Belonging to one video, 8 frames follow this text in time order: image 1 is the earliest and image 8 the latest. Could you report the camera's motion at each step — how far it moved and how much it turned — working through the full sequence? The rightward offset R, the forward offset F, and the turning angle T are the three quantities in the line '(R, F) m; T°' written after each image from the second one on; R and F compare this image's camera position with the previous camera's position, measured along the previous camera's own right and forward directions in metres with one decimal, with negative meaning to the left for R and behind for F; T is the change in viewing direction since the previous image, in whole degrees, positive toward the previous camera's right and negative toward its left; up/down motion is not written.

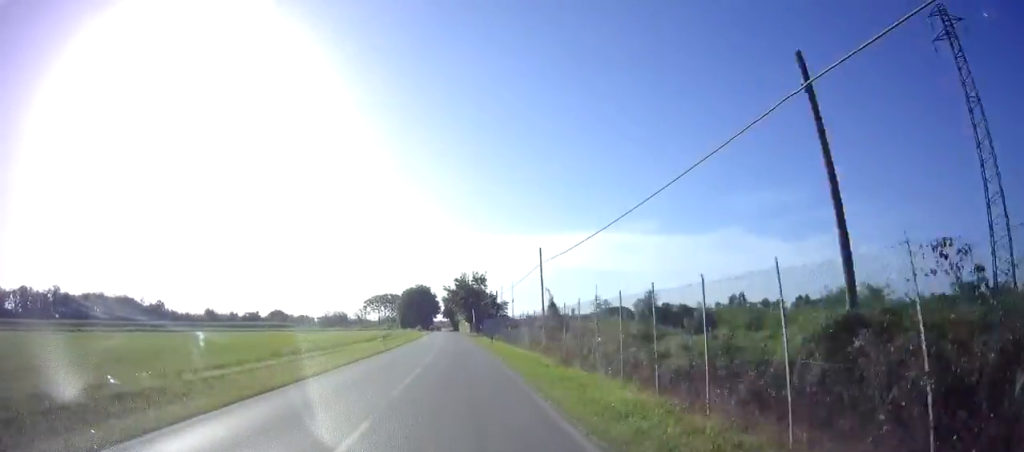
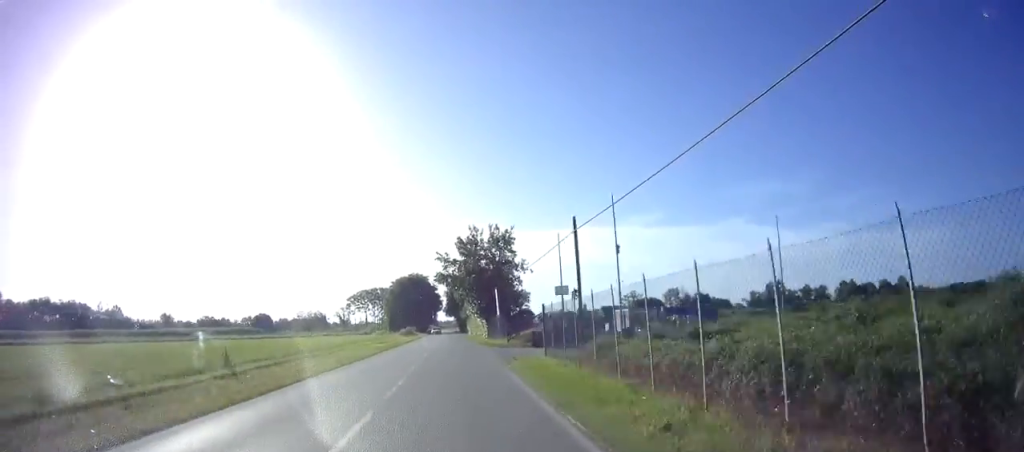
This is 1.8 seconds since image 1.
(-0.6, +43.7) m; -2°
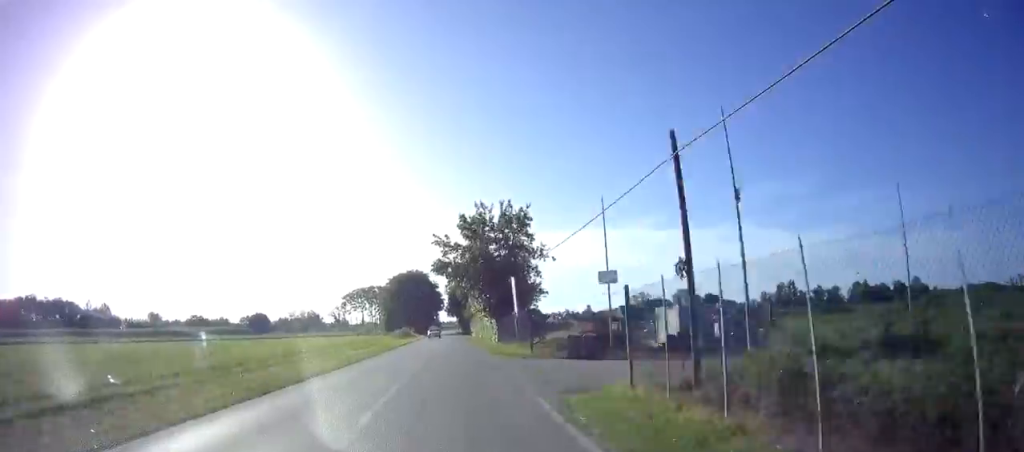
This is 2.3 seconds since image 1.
(0.0, +10.6) m; 0°
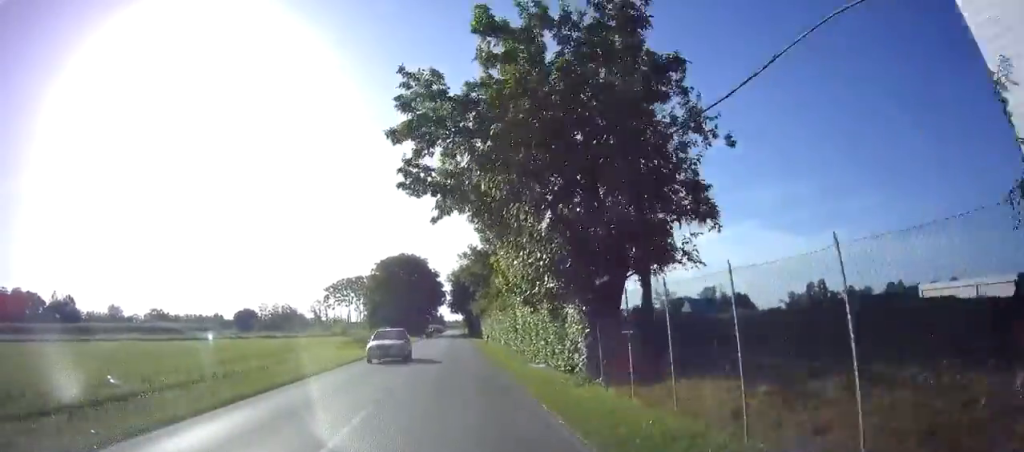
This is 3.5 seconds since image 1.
(+0.2, +27.3) m; 0°
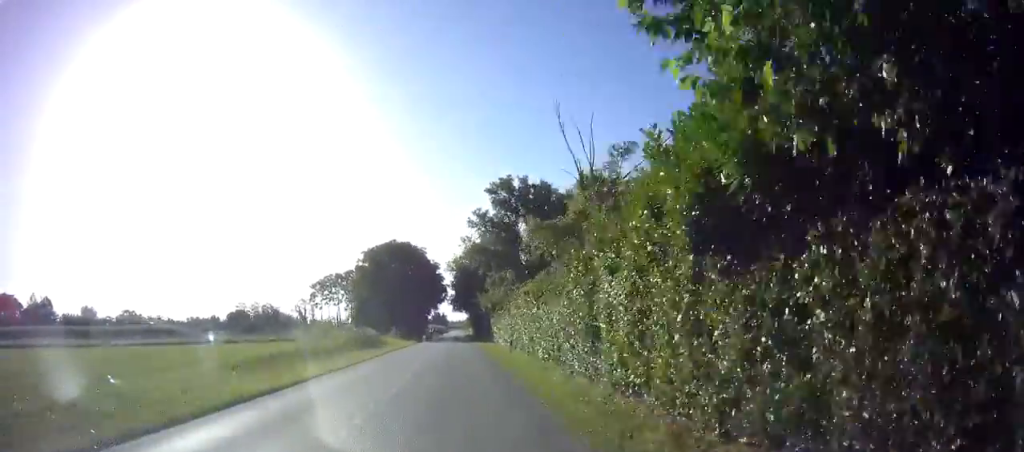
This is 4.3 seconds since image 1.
(0.0, +15.7) m; -1°
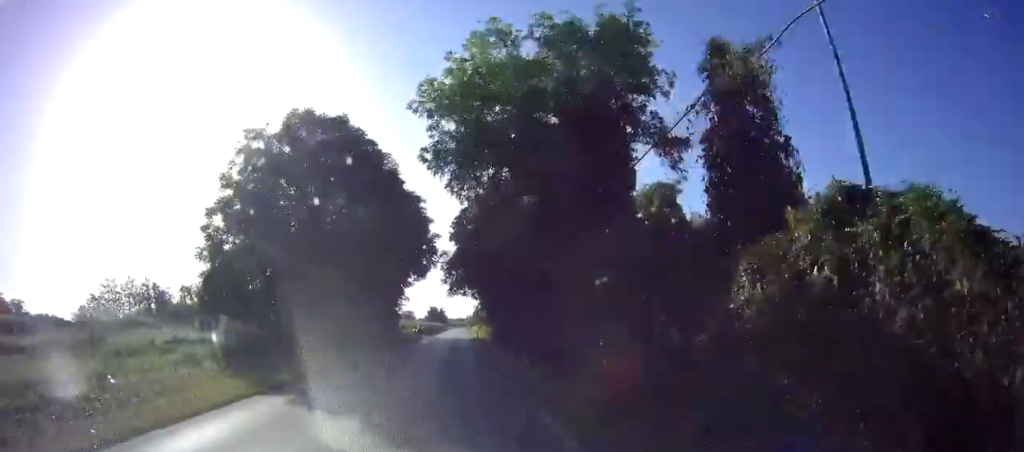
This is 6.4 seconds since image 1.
(-0.8, +45.3) m; -2°
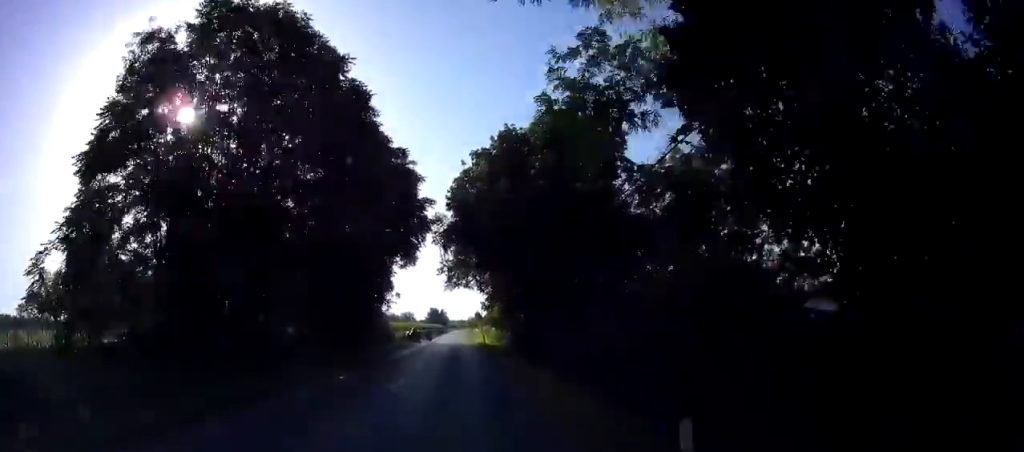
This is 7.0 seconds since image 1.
(-0.1, +12.0) m; 0°
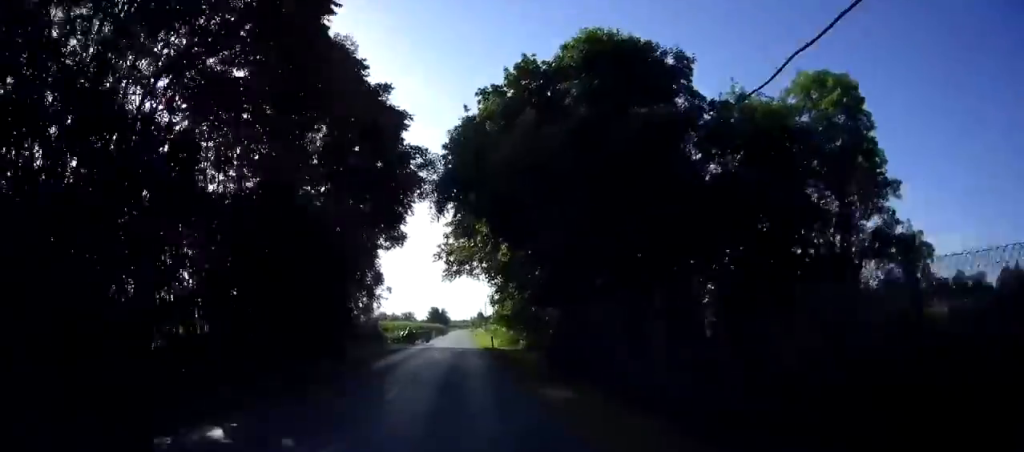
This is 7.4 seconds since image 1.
(0.0, +9.2) m; 0°
